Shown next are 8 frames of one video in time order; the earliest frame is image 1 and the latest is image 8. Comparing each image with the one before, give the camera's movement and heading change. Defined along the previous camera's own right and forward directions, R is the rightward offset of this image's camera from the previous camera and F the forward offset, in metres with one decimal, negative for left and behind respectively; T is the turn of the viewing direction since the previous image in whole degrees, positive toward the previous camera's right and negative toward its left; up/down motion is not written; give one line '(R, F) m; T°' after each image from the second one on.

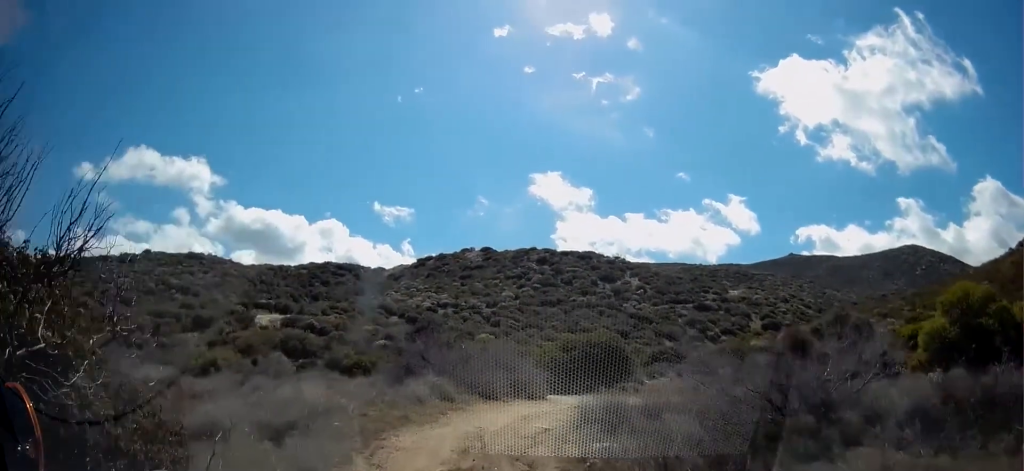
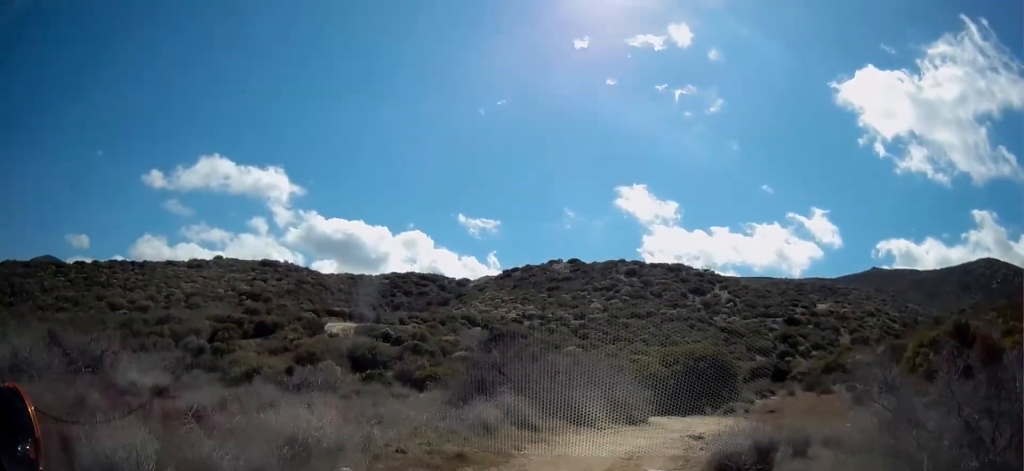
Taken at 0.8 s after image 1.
(-0.3, +4.1) m; -6°
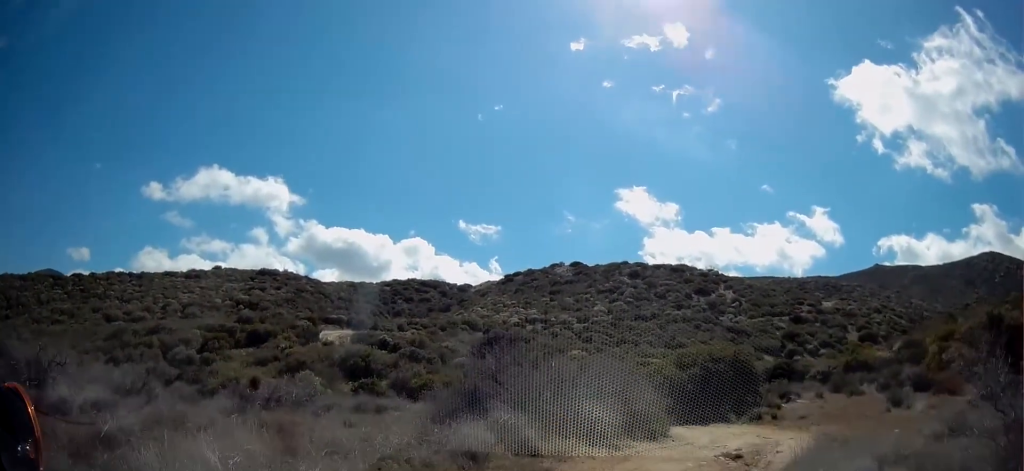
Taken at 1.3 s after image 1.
(-0.2, +2.9) m; -3°
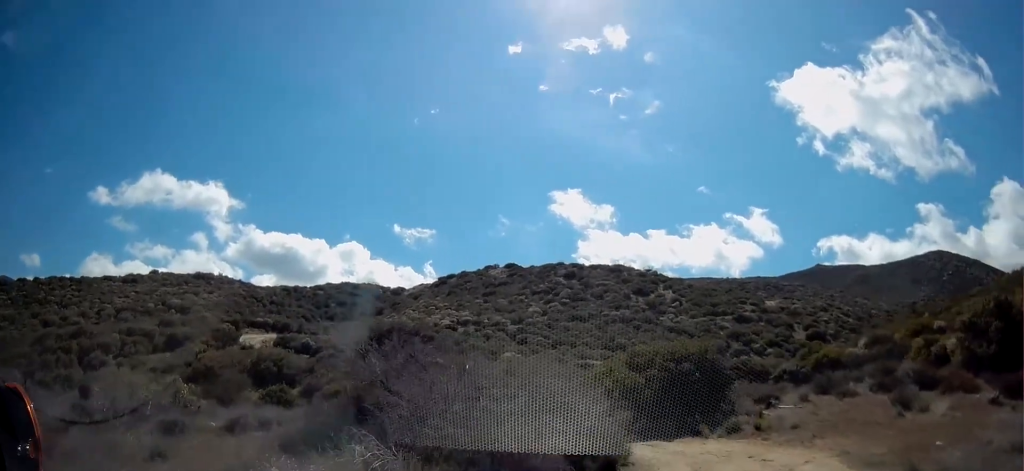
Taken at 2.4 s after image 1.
(+0.1, +5.0) m; +9°
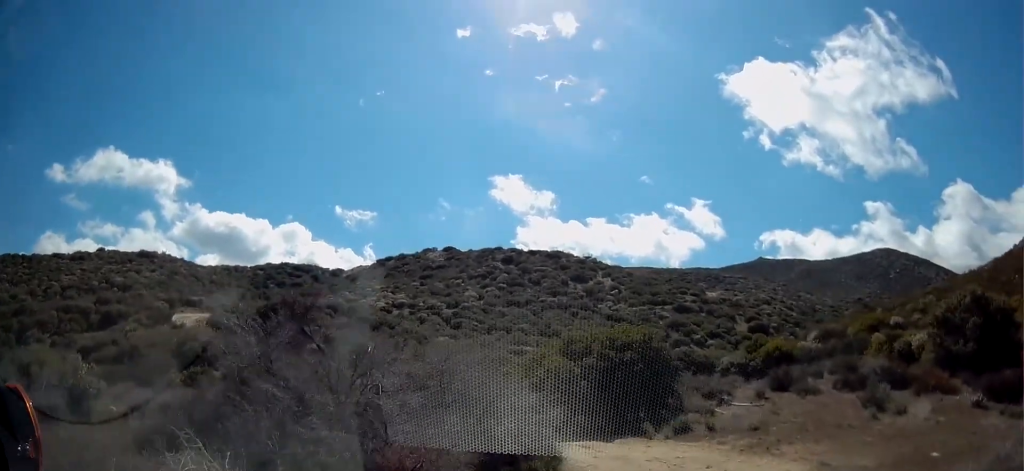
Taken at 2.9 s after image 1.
(+0.3, +2.2) m; +5°
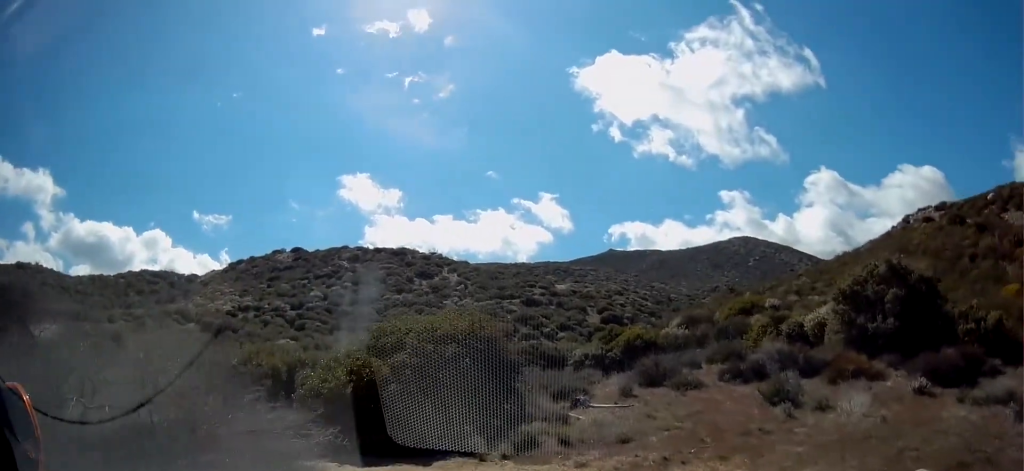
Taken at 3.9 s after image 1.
(+0.4, +4.0) m; +7°
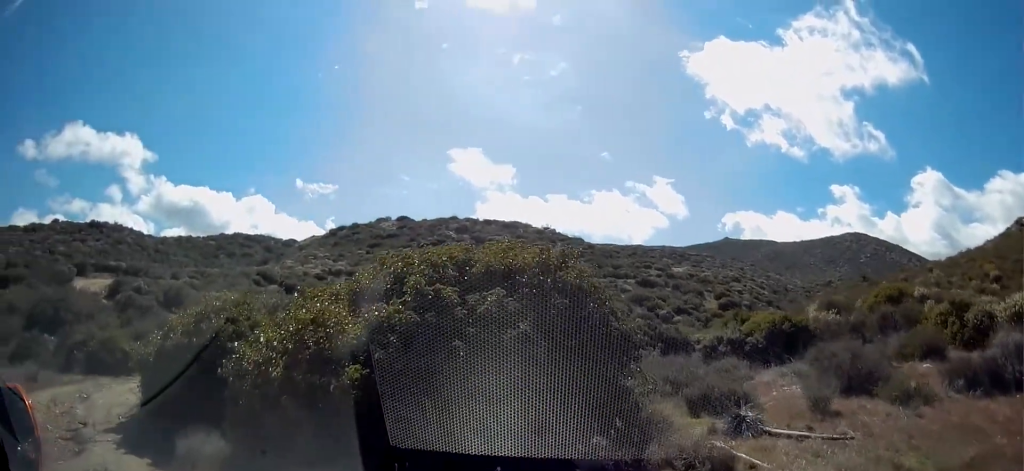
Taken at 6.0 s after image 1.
(0.0, +7.5) m; -8°
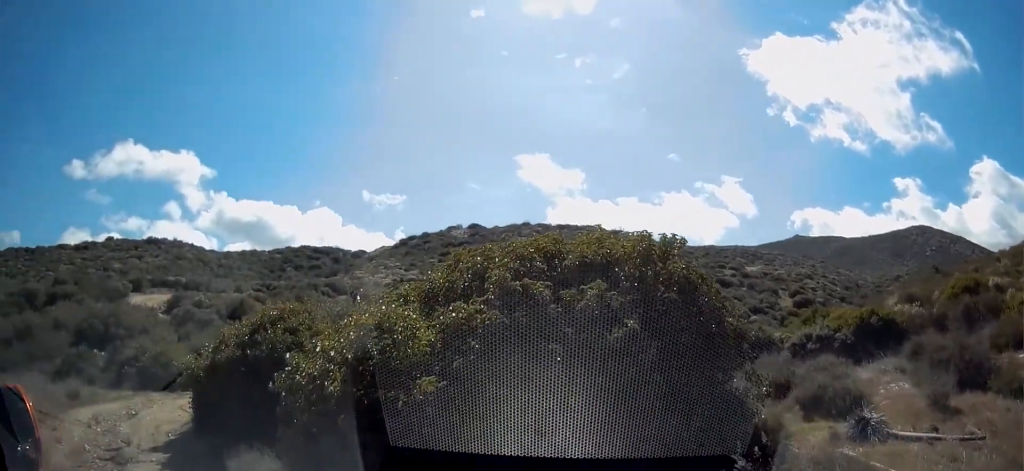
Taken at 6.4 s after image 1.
(+0.1, +1.2) m; -5°
